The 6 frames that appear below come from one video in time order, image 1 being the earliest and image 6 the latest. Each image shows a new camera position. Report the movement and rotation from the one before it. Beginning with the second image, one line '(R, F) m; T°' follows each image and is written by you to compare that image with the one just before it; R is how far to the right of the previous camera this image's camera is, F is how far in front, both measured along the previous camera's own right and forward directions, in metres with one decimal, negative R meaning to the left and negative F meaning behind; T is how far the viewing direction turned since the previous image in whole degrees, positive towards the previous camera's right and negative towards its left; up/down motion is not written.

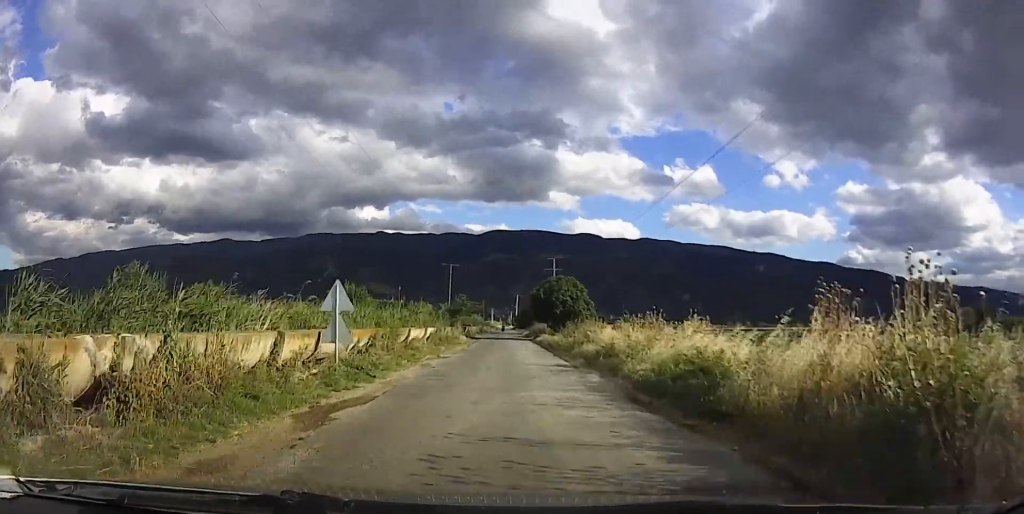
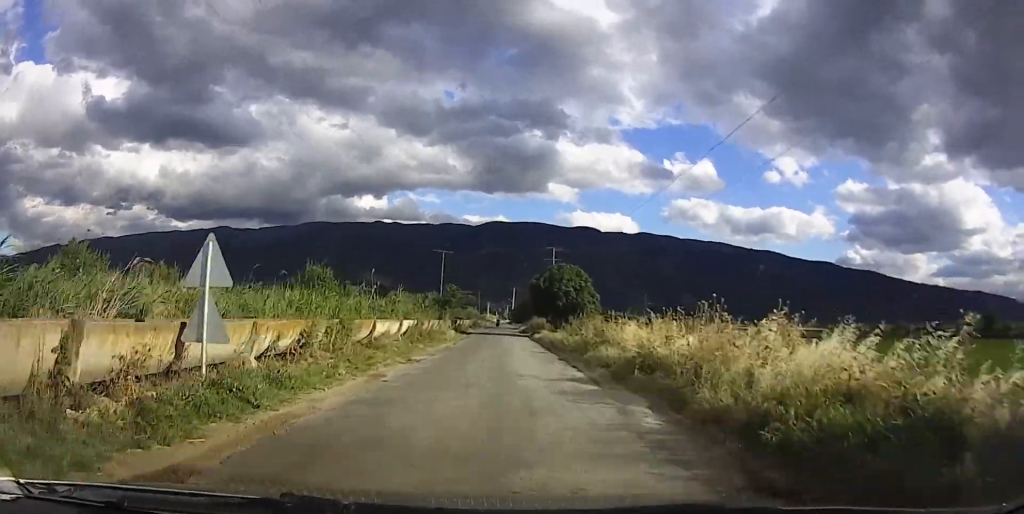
(+0.5, +5.5) m; +3°
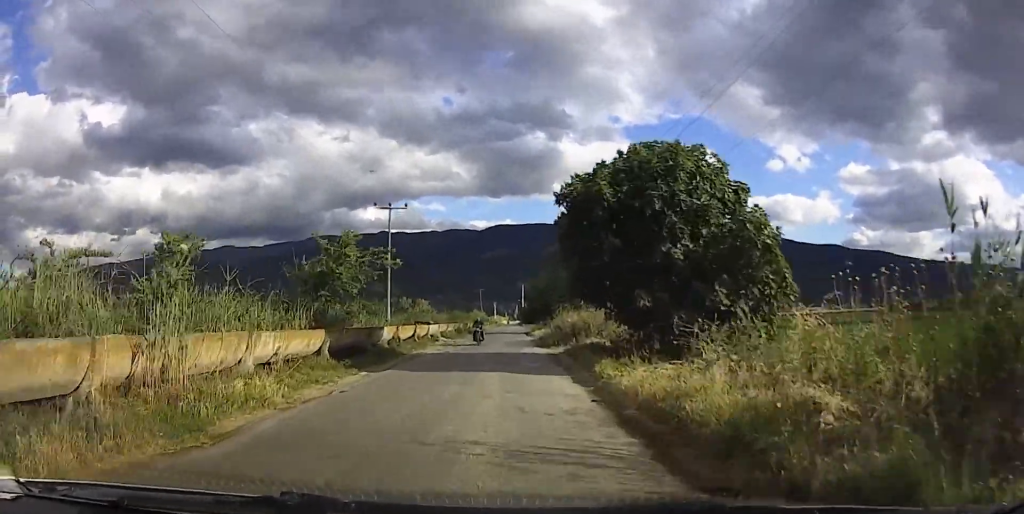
(+0.7, +32.7) m; -1°
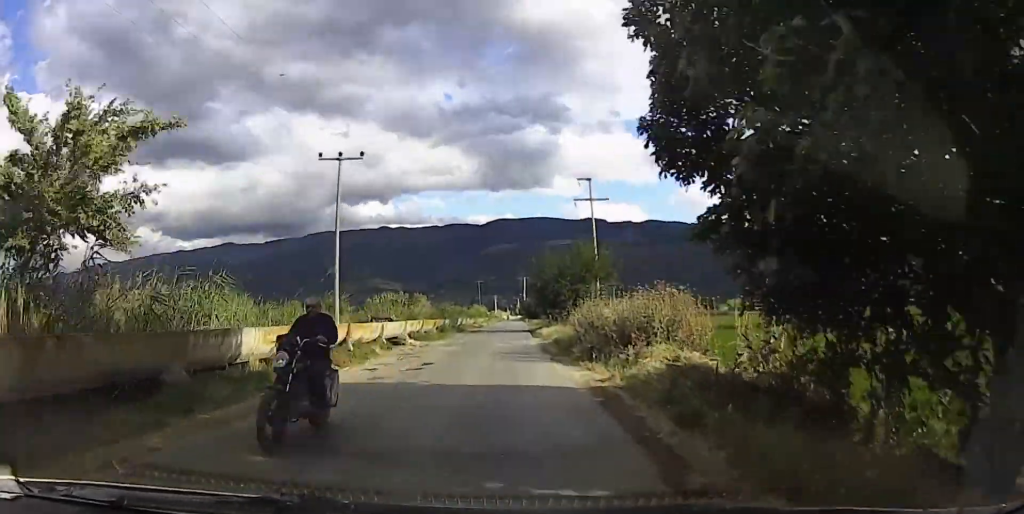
(+0.1, +12.4) m; +3°
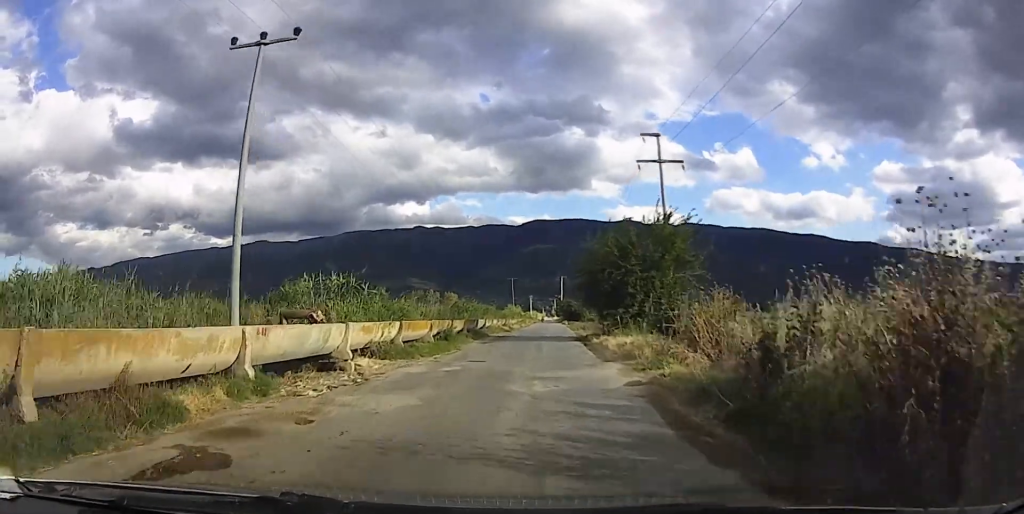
(+0.8, +14.3) m; -9°
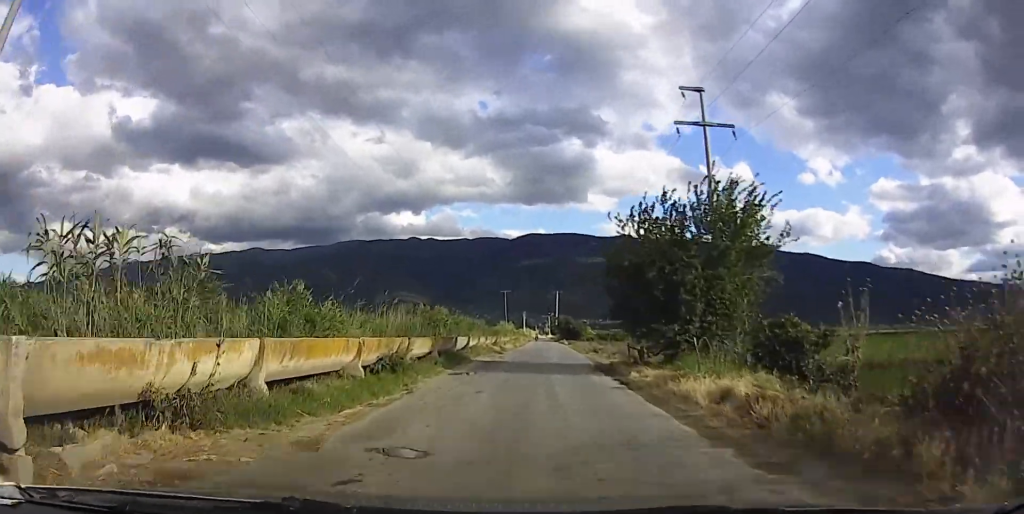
(-2.3, +10.4) m; -4°
